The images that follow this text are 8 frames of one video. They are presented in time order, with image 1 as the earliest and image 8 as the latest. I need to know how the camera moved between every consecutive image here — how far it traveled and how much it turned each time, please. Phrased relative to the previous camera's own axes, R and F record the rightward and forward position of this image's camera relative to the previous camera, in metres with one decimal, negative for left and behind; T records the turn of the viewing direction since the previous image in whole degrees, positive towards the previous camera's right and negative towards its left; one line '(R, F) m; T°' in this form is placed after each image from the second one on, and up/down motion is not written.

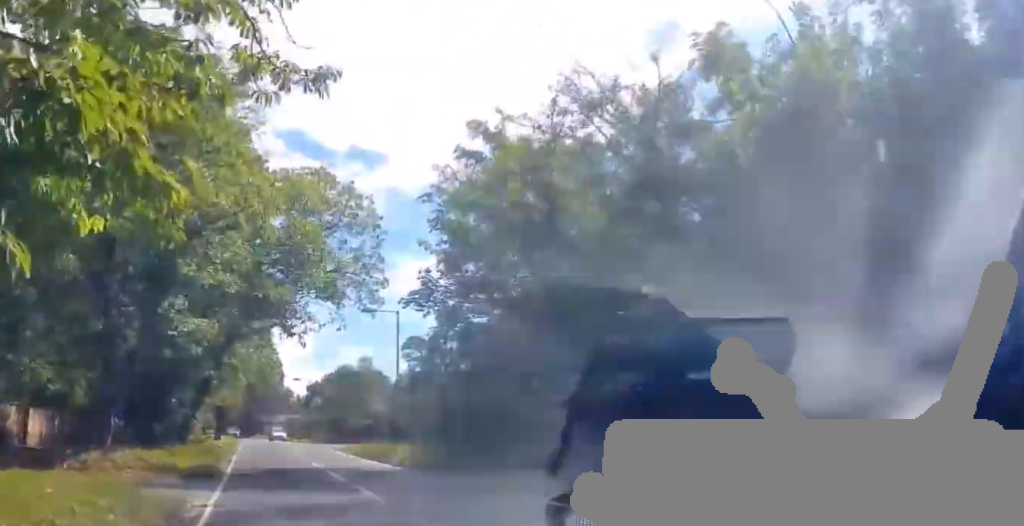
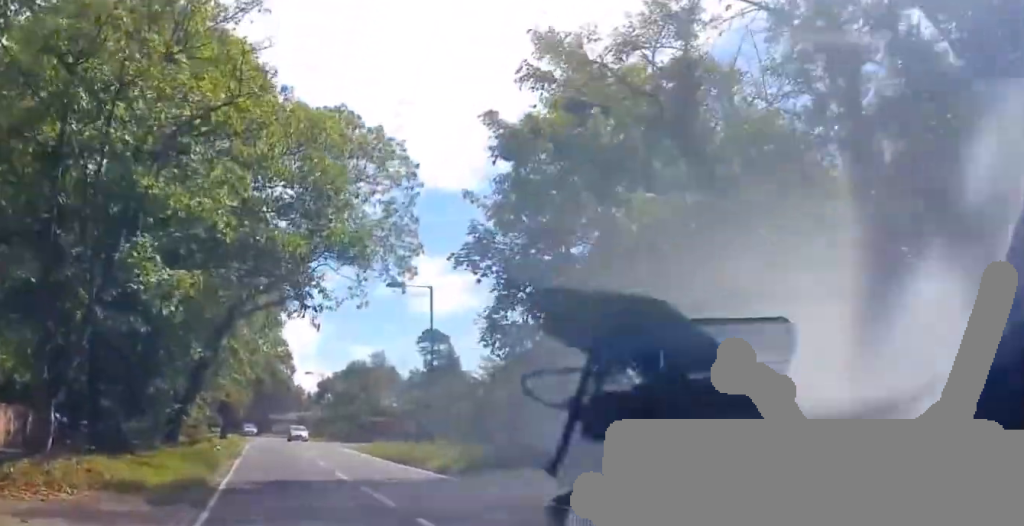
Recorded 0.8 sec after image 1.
(0.0, +6.1) m; 0°
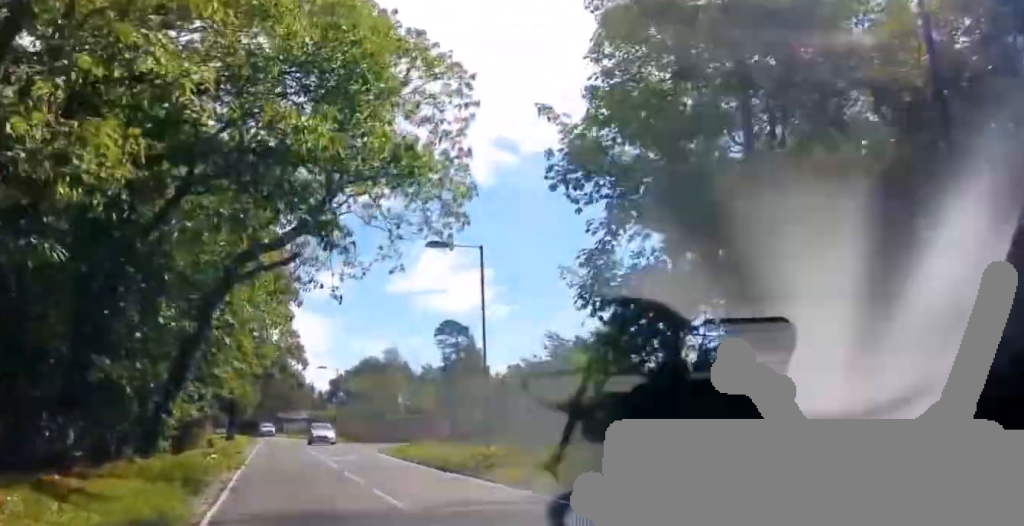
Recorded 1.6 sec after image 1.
(0.0, +6.8) m; -2°
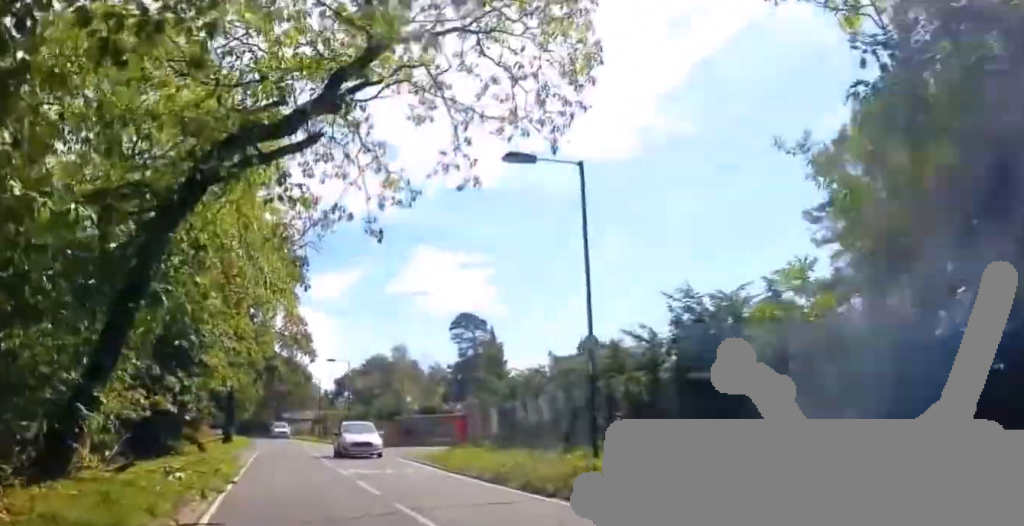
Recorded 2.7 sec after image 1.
(-0.3, +8.9) m; -3°
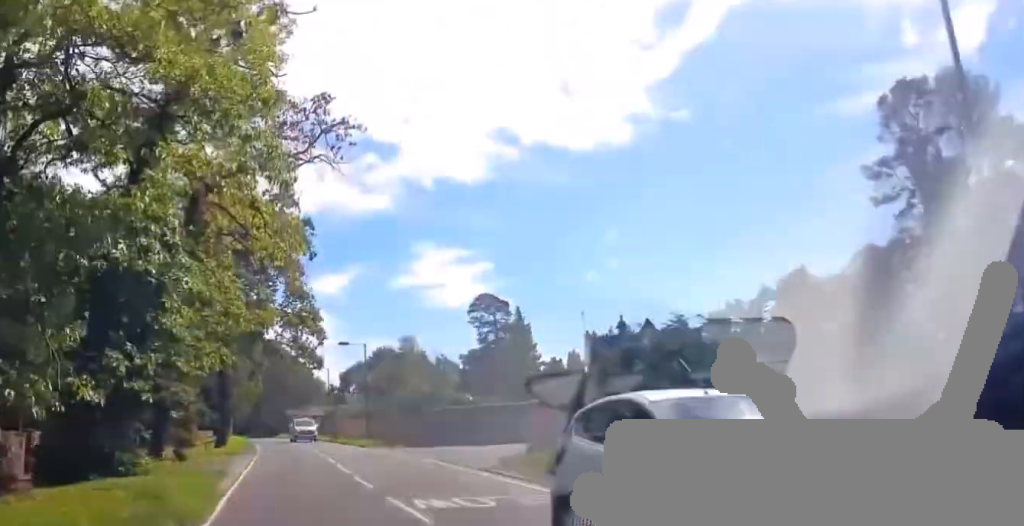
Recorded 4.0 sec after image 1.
(-0.1, +10.4) m; -1°
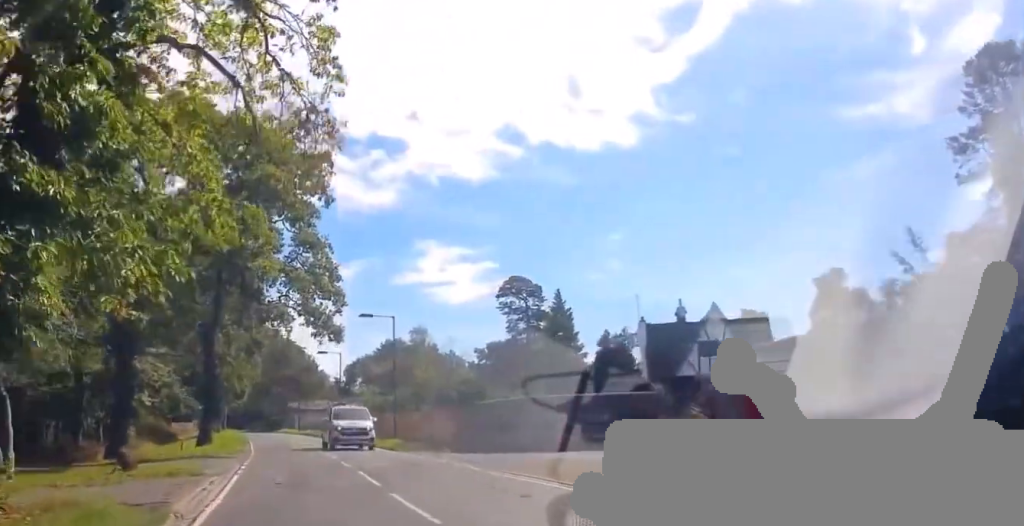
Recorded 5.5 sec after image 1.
(-0.1, +11.4) m; -1°
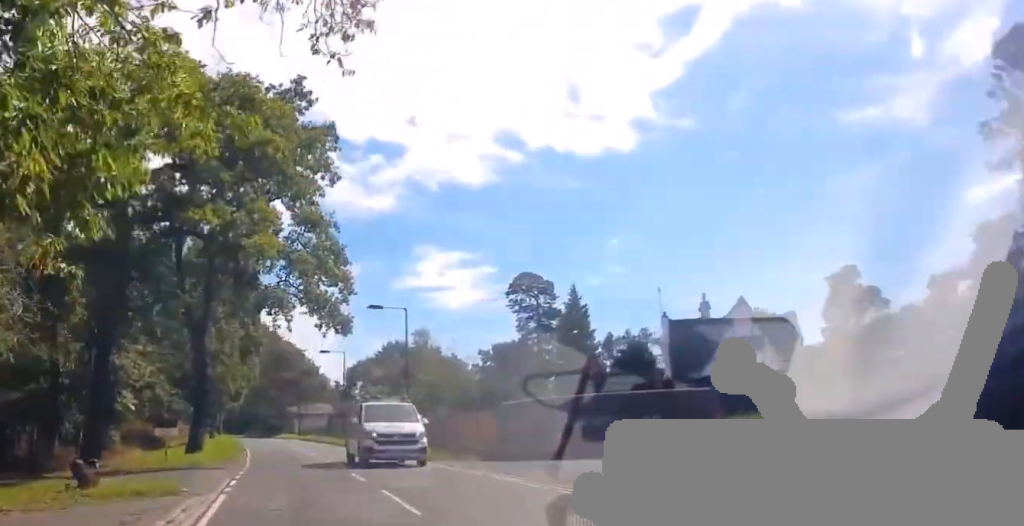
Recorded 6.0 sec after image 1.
(0.0, +4.3) m; 0°
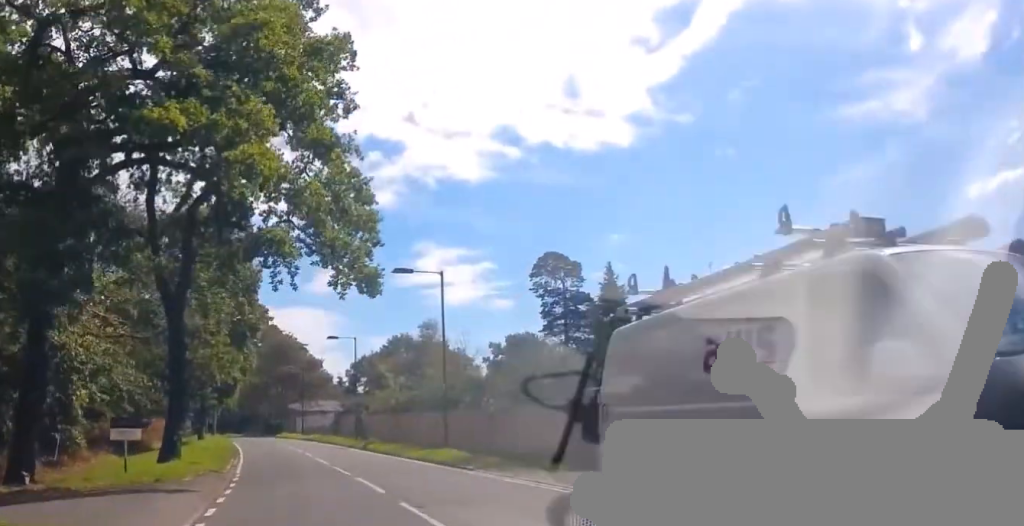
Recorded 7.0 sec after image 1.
(0.0, +8.1) m; +3°
